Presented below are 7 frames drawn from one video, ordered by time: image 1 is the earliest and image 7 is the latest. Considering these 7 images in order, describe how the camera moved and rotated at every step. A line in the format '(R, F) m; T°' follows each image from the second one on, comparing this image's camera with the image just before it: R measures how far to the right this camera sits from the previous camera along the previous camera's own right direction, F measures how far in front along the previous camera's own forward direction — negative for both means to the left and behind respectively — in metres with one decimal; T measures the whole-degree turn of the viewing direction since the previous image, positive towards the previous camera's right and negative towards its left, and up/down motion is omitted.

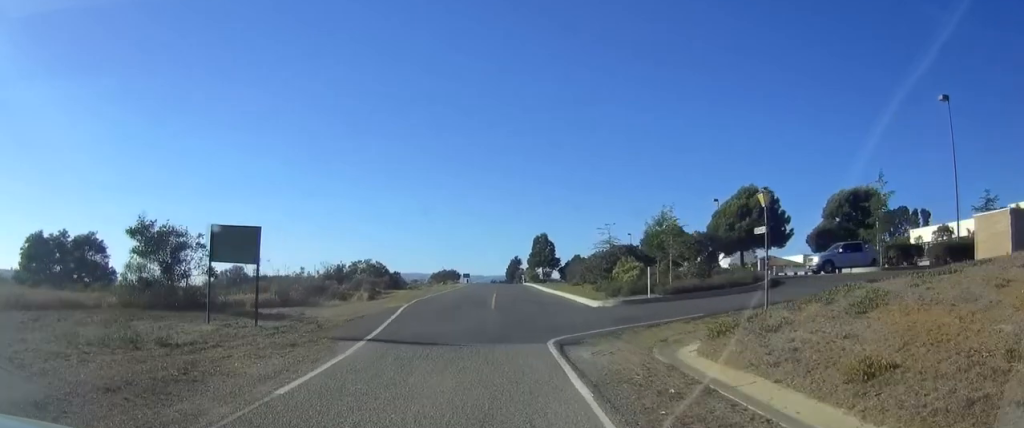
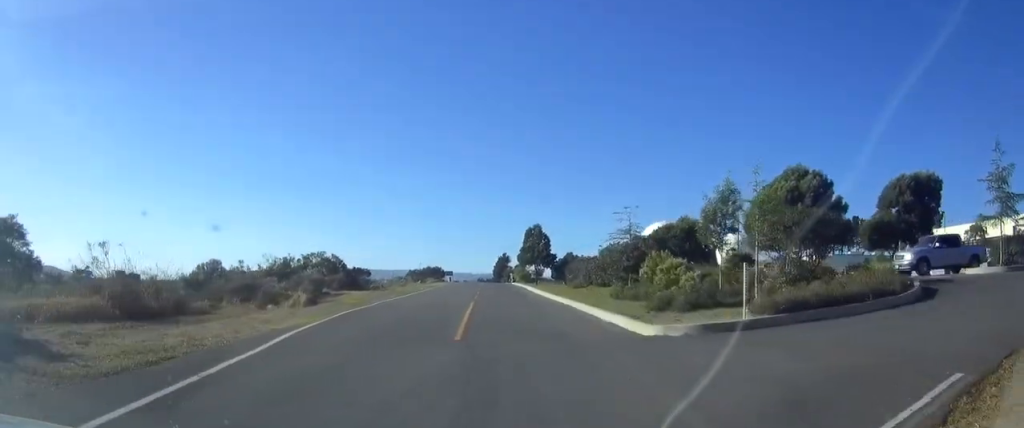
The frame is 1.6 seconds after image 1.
(+0.1, +11.3) m; +1°
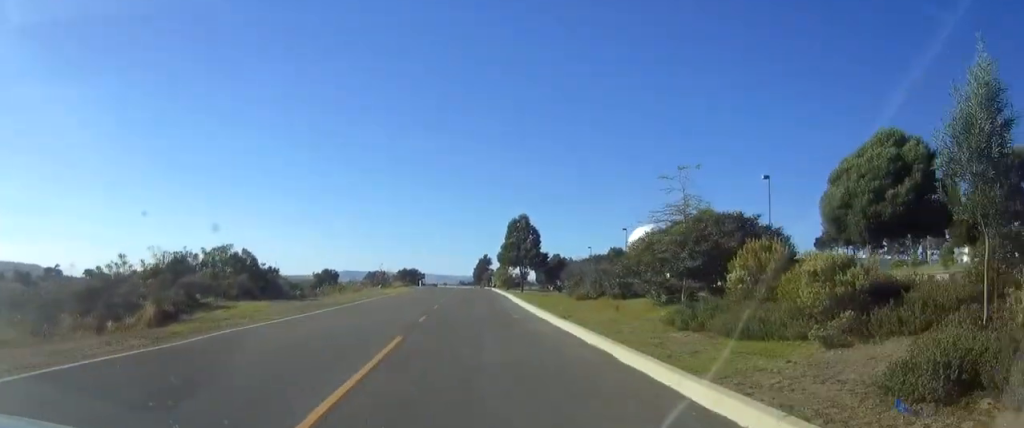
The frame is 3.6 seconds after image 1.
(+0.3, +13.1) m; 0°
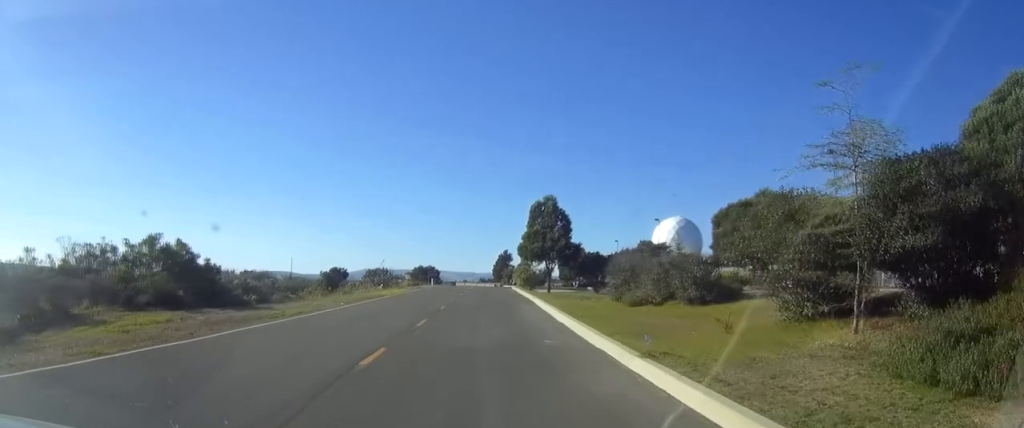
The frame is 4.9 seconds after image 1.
(-0.3, +9.0) m; -2°
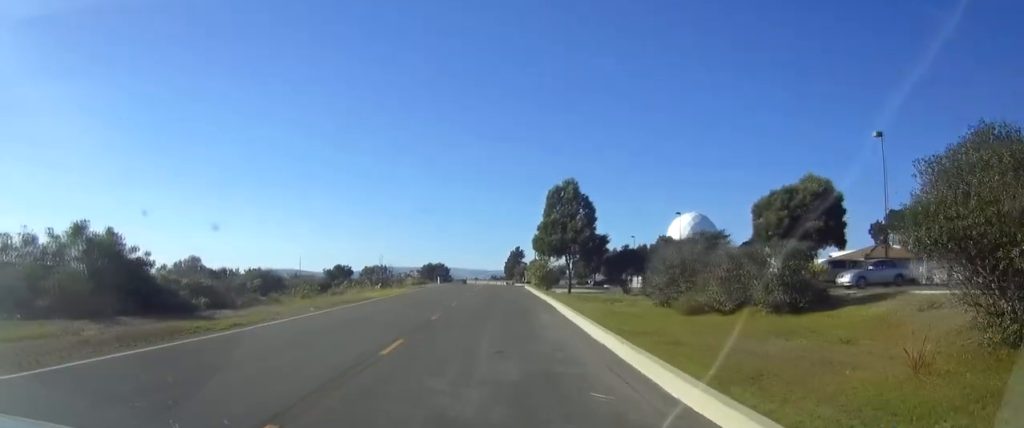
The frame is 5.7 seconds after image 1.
(0.0, +5.8) m; -1°
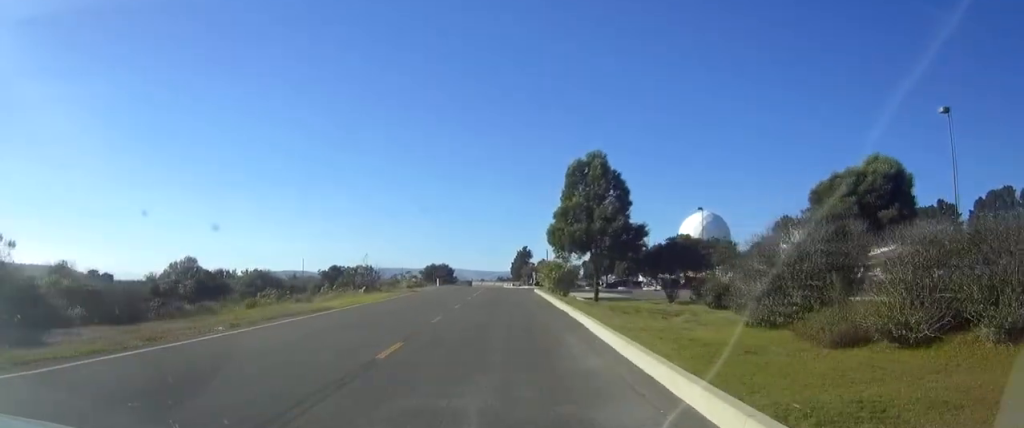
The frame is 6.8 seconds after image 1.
(-0.1, +7.4) m; -1°
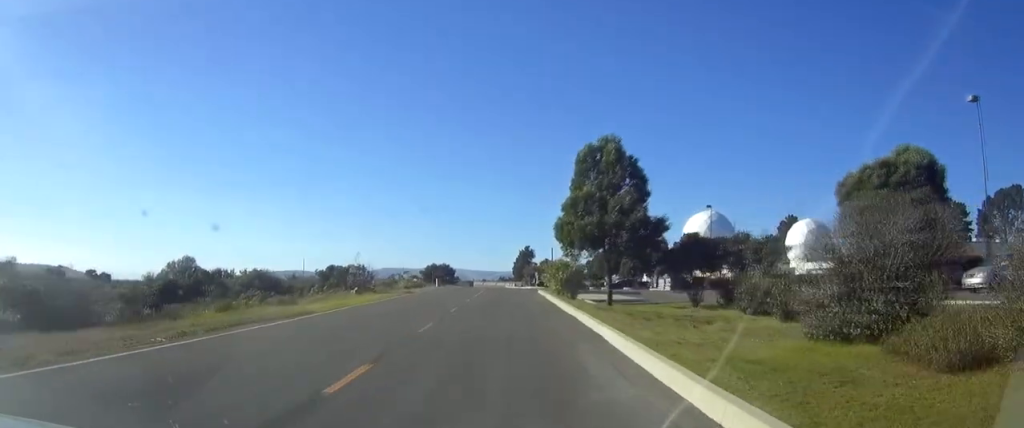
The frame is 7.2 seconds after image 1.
(0.0, +2.7) m; 0°
